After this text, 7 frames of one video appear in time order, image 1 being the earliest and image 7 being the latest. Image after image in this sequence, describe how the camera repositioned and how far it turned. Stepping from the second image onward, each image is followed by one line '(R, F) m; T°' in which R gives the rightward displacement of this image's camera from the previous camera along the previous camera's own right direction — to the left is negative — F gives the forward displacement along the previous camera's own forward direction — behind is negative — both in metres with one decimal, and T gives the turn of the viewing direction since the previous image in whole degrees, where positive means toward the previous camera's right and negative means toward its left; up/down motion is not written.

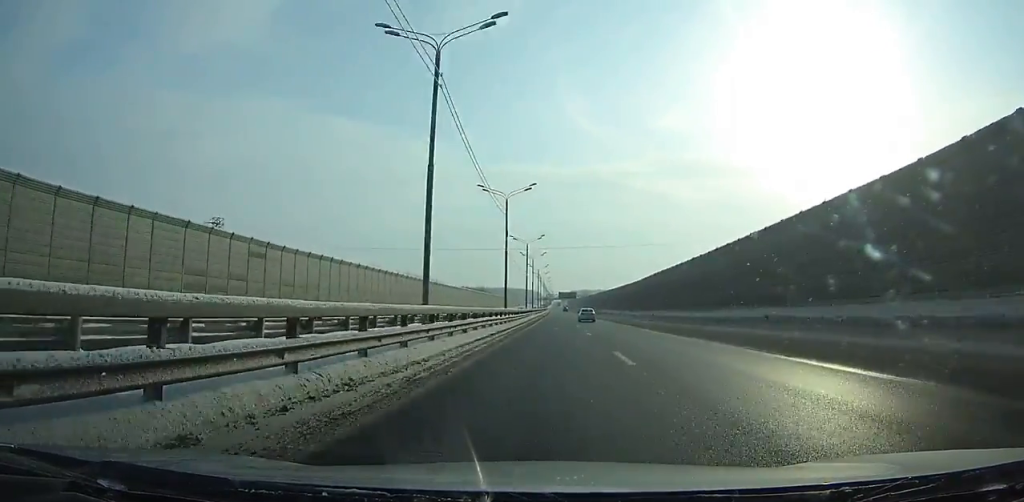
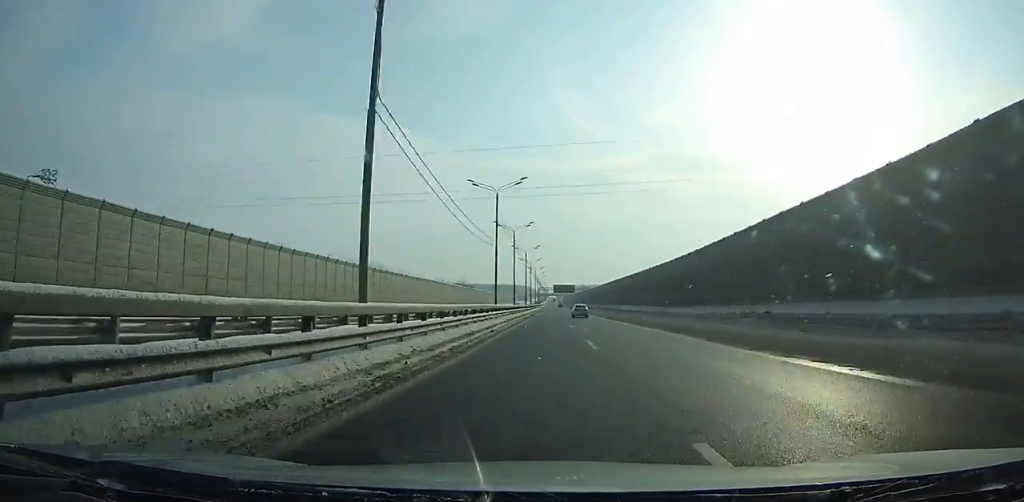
(+0.1, +44.6) m; 0°
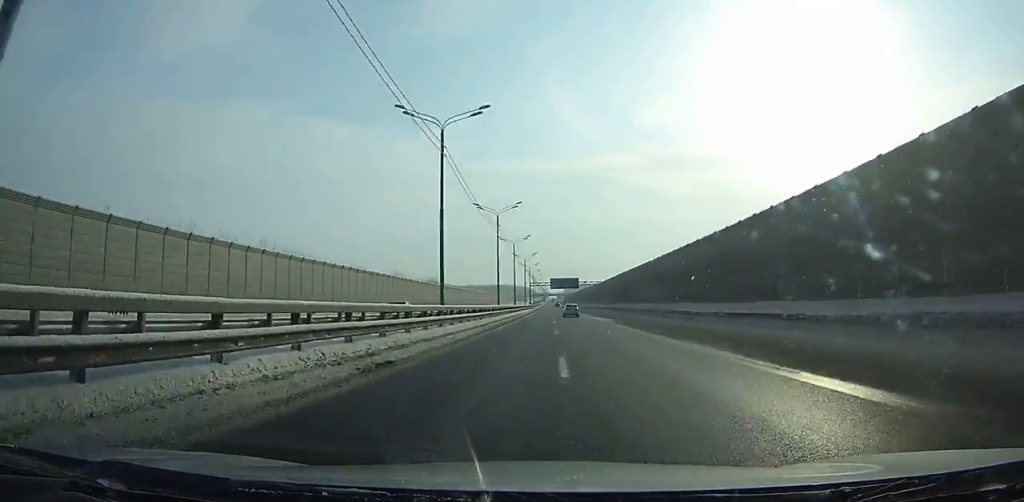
(0.0, +55.3) m; 0°
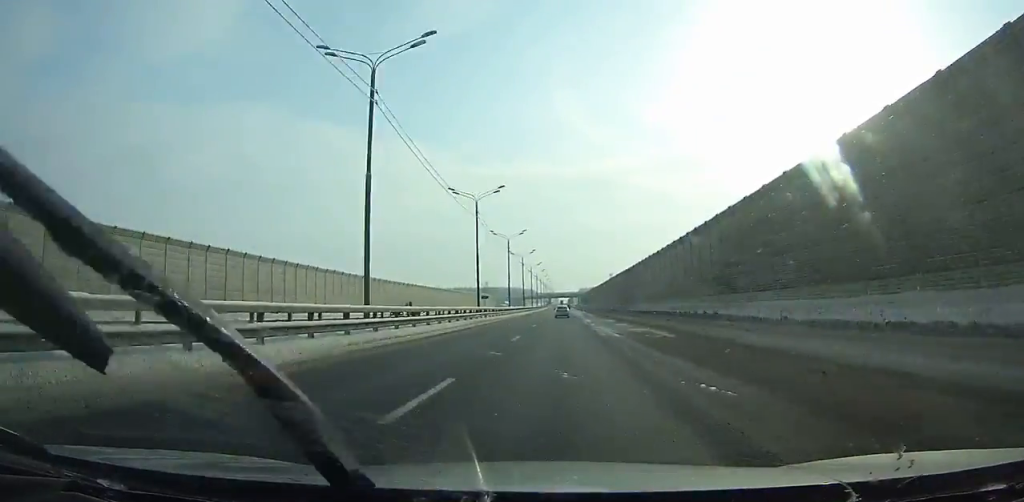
(-1.4, +198.5) m; -1°
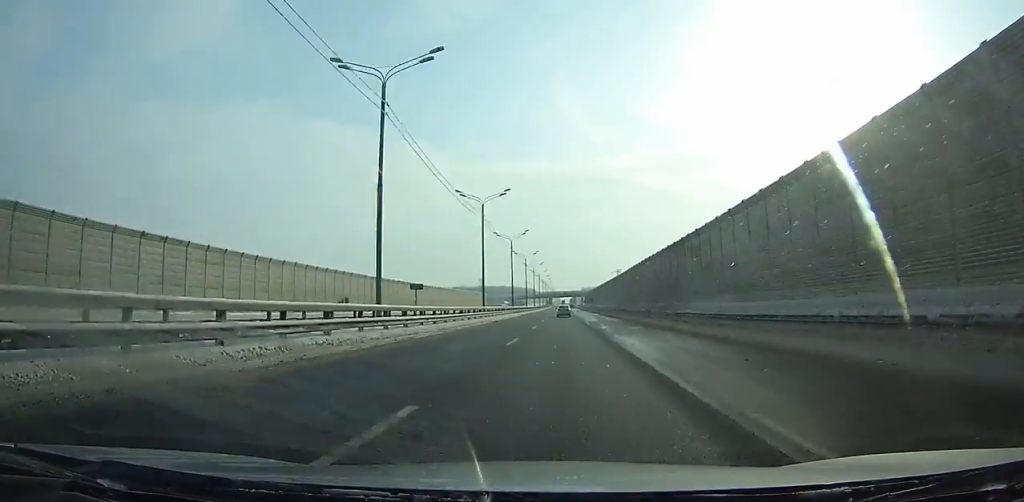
(0.0, +34.5) m; 0°
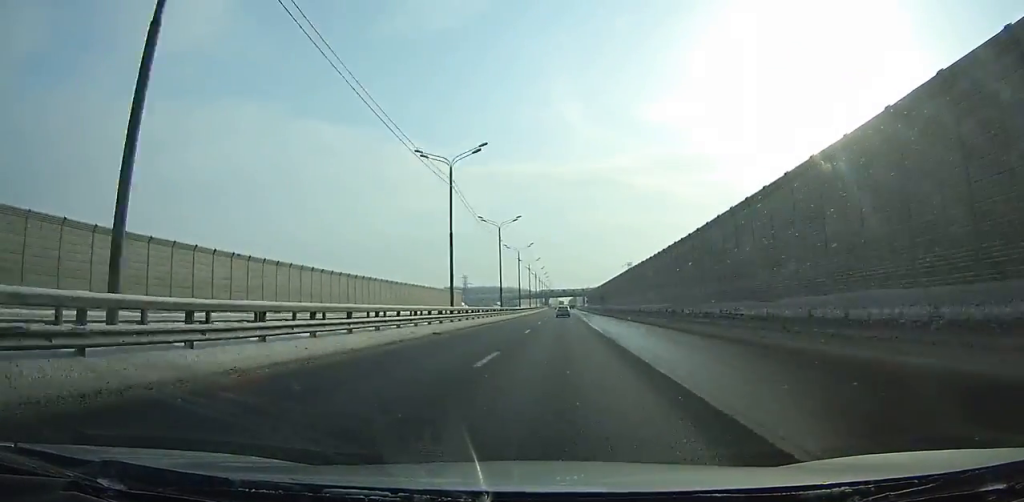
(0.0, +55.6) m; 0°
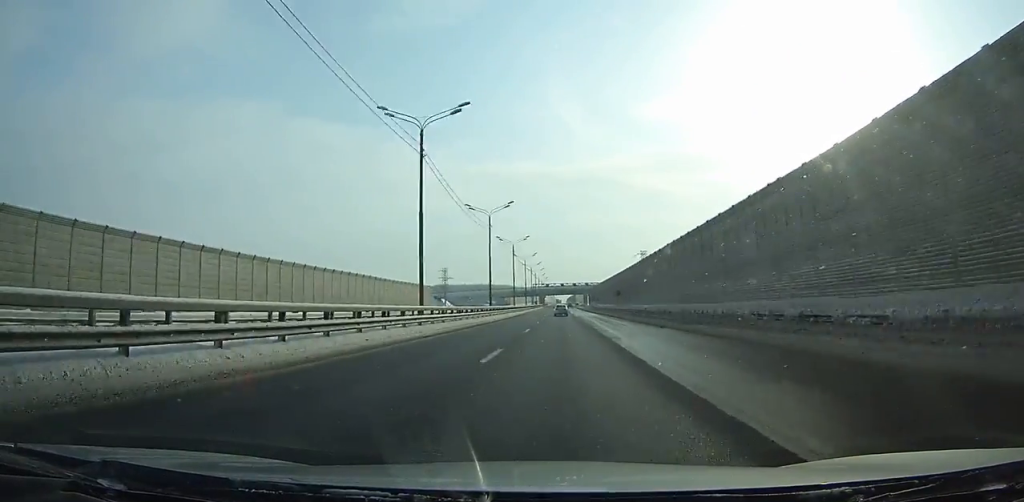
(+0.1, +47.4) m; 0°
